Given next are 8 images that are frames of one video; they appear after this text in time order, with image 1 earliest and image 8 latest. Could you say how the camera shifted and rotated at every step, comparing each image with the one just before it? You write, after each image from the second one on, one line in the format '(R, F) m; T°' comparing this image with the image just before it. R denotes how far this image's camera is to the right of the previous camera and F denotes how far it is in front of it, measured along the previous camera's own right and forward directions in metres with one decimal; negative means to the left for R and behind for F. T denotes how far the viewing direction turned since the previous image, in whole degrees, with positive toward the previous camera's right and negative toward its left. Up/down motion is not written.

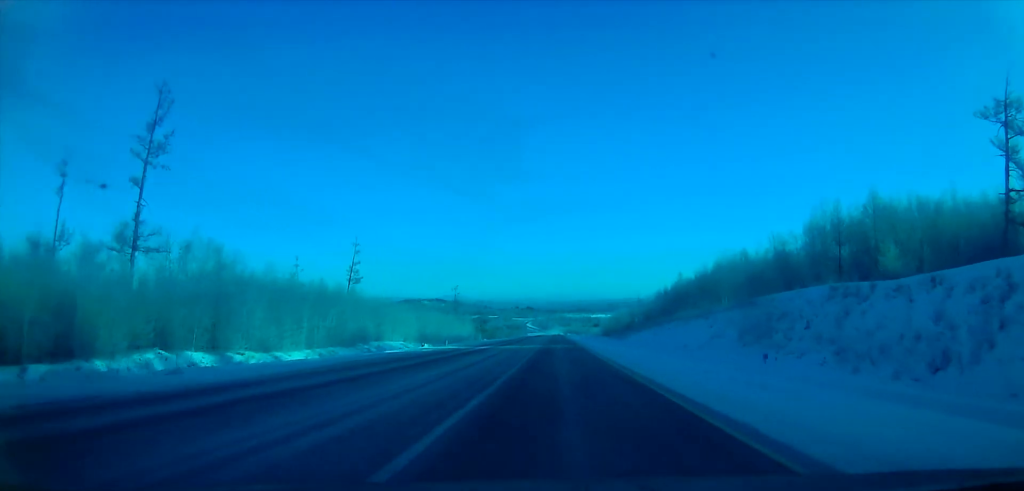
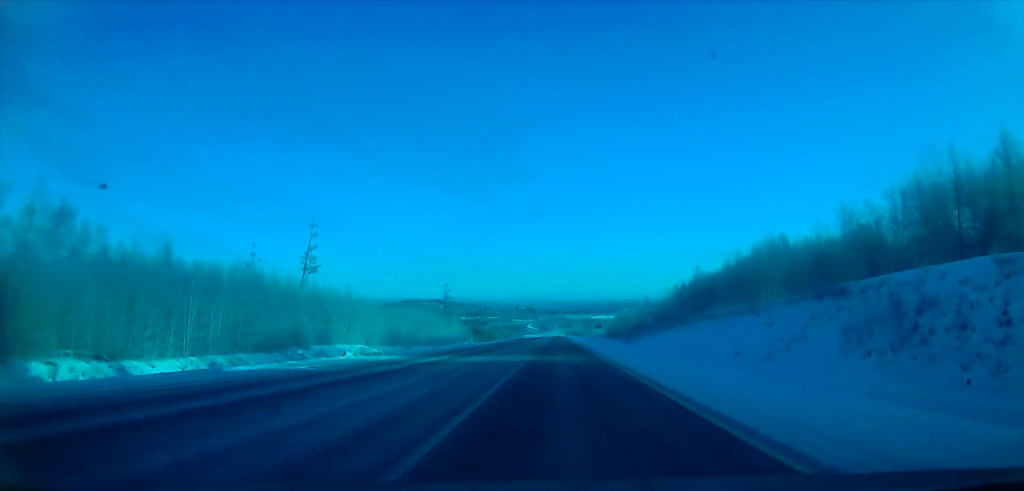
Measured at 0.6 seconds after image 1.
(0.0, +24.7) m; 0°
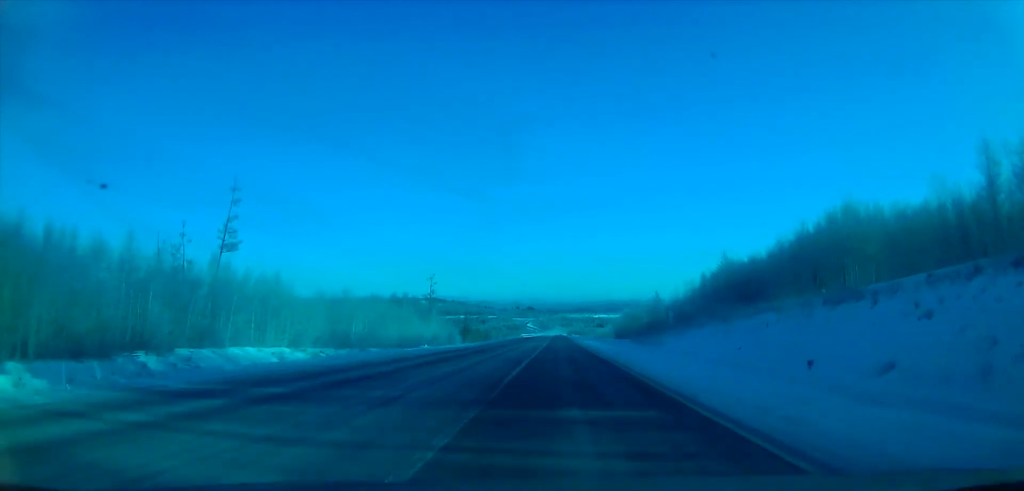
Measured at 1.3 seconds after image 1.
(+0.1, +28.6) m; 0°
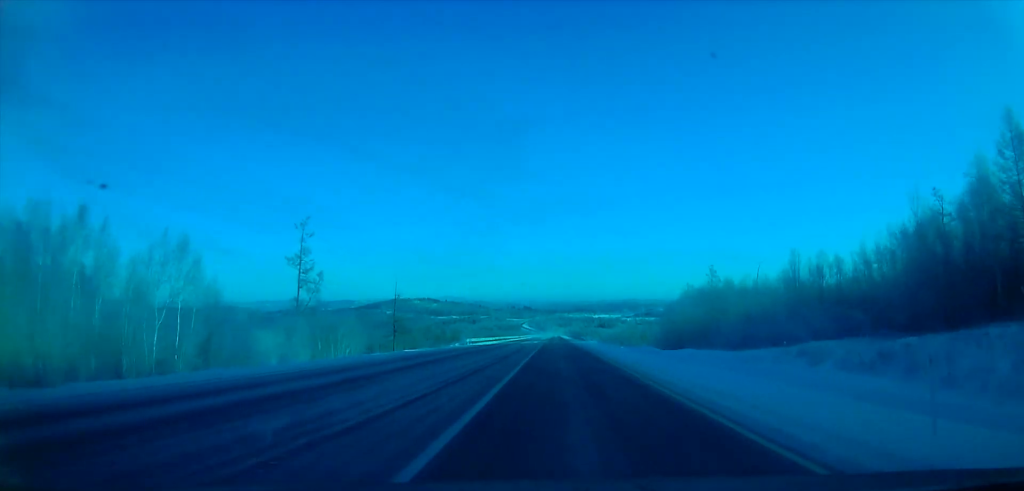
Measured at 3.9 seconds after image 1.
(+2.0, +104.6) m; +2°
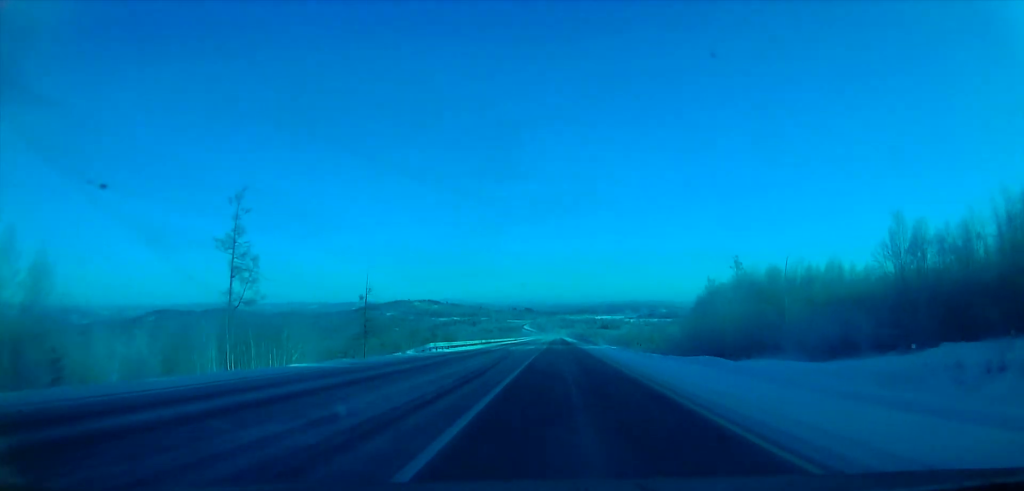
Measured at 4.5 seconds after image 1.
(-0.4, +23.4) m; 0°
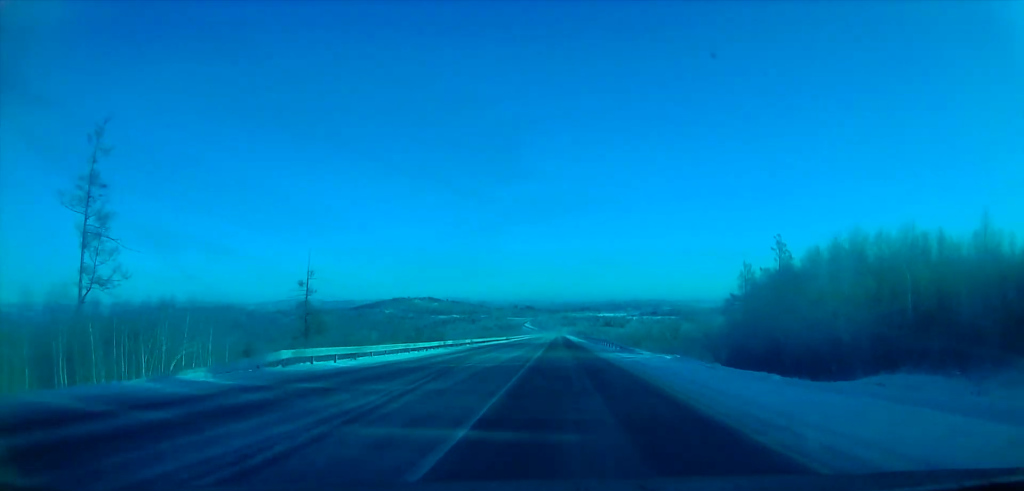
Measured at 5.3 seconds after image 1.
(+1.1, +29.8) m; 0°
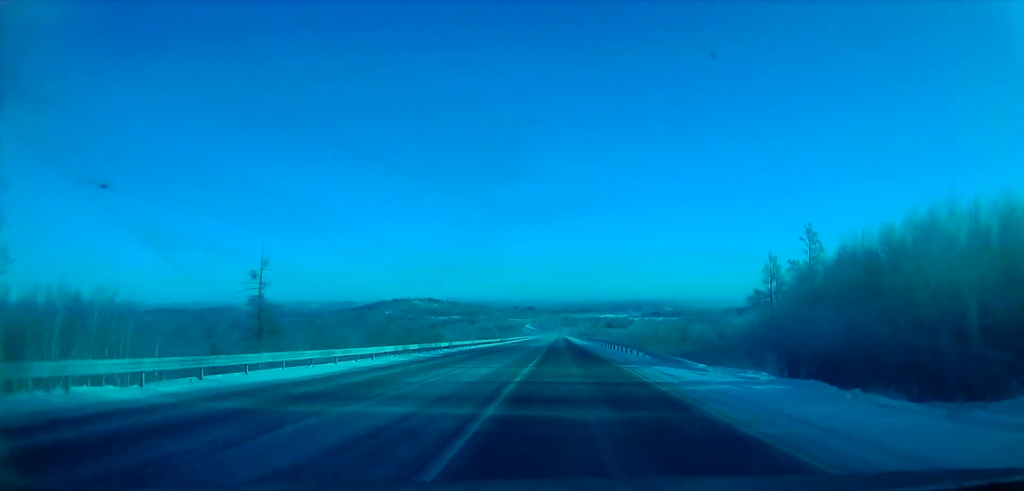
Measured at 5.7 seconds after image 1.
(-0.5, +15.4) m; 0°
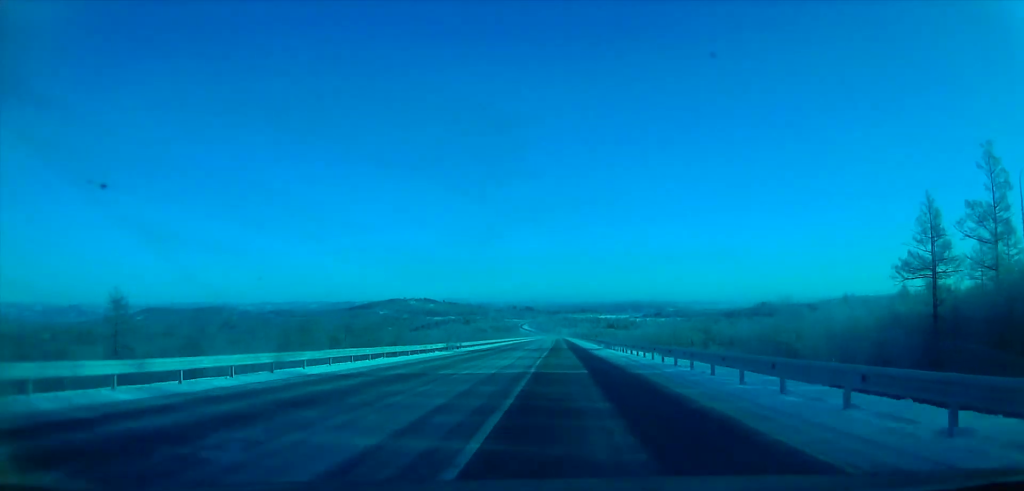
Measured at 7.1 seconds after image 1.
(+0.1, +52.8) m; 0°
